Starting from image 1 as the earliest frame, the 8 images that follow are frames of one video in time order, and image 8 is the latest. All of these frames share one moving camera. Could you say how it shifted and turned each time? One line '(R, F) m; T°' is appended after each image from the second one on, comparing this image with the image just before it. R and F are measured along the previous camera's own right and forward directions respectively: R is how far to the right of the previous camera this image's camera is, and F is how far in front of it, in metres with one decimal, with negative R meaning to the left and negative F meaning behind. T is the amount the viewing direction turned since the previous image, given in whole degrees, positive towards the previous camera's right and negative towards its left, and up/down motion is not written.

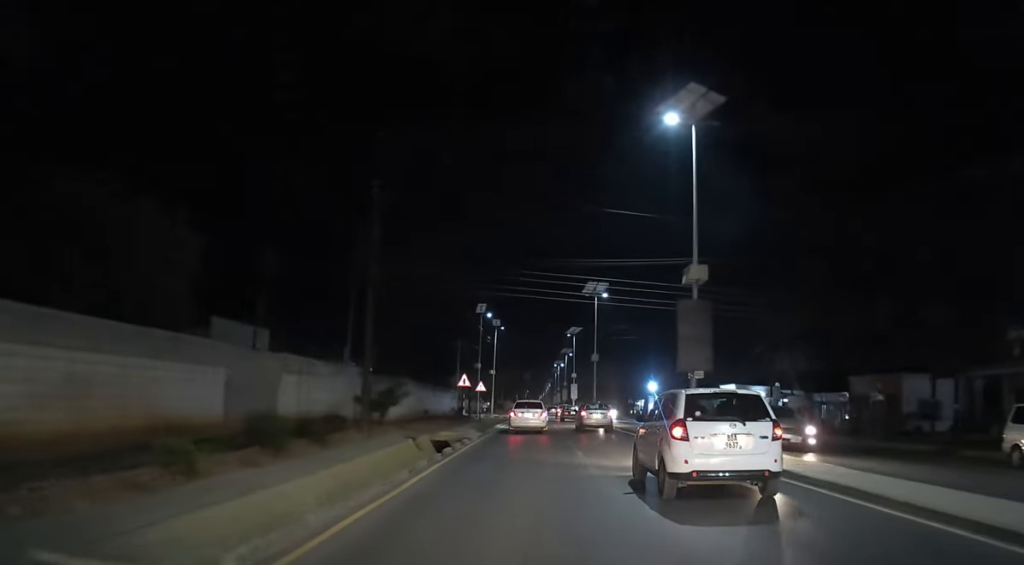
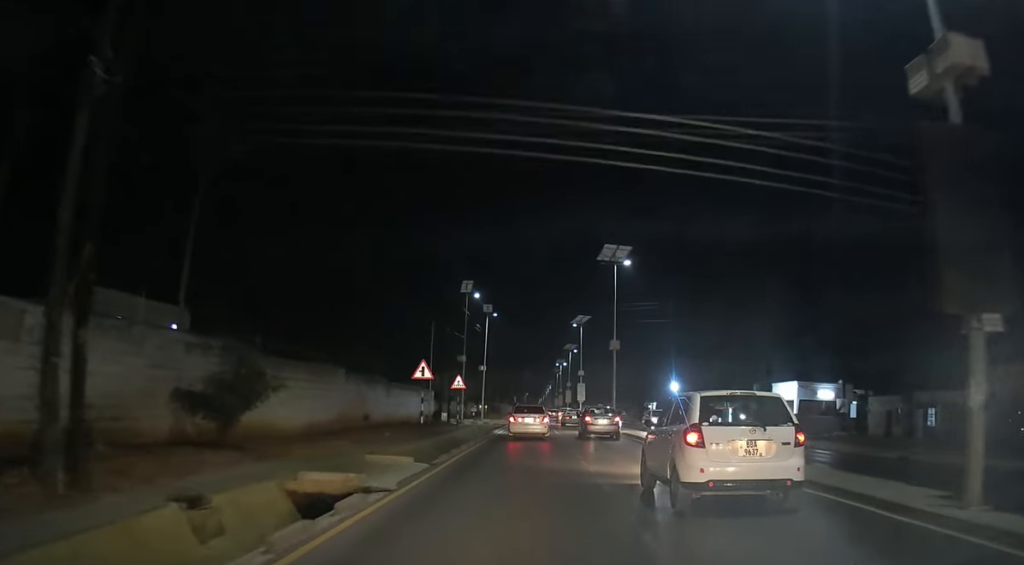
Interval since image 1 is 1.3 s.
(0.0, +16.4) m; 0°
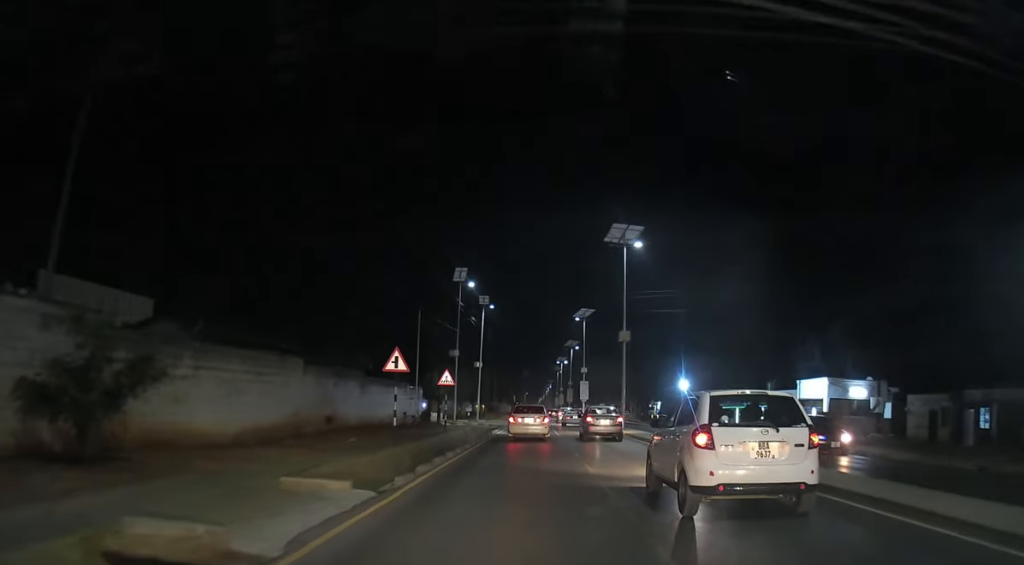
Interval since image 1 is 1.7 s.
(0.0, +5.5) m; 0°
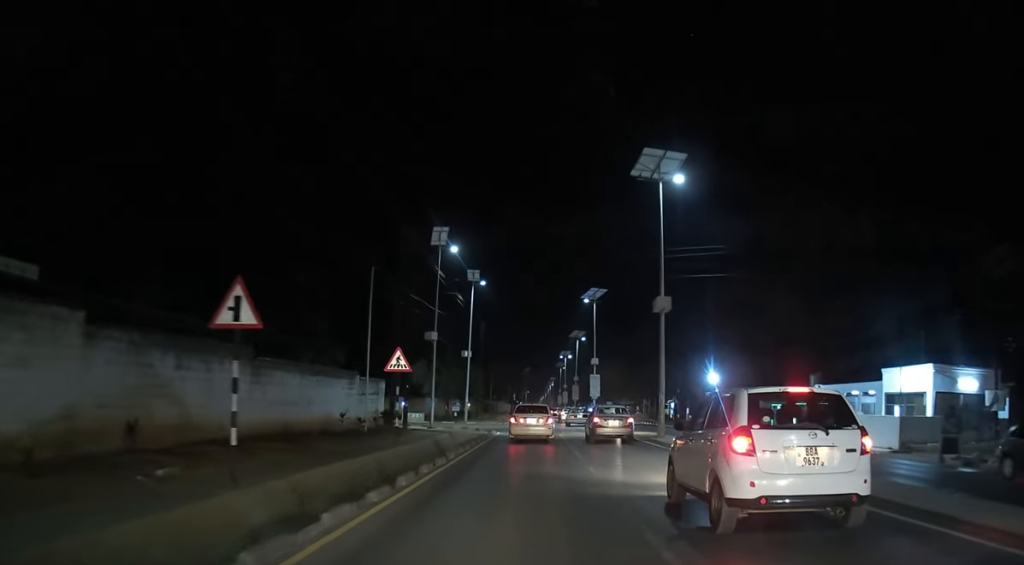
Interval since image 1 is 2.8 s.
(0.0, +12.8) m; 0°
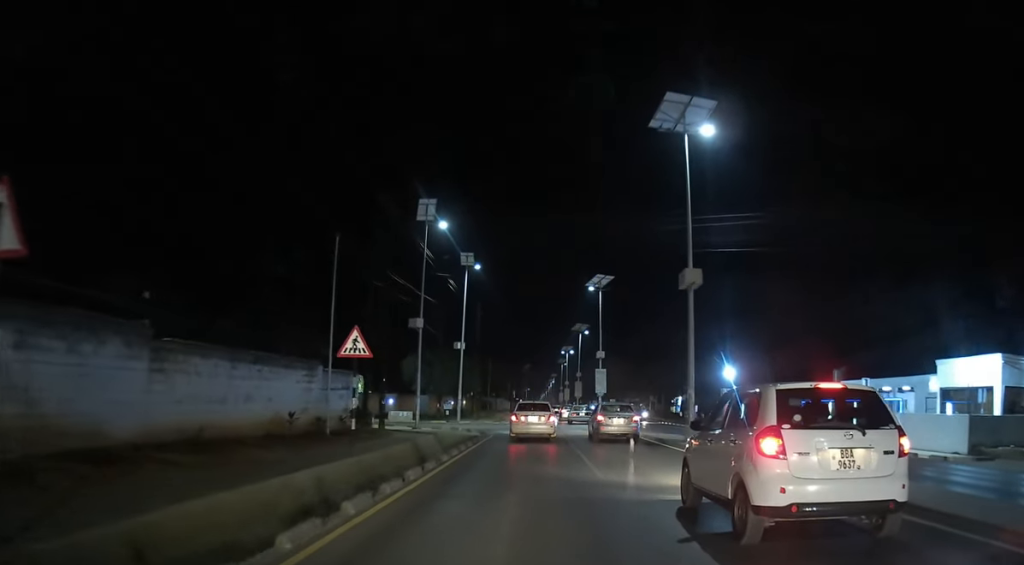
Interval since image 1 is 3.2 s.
(0.0, +5.6) m; 0°
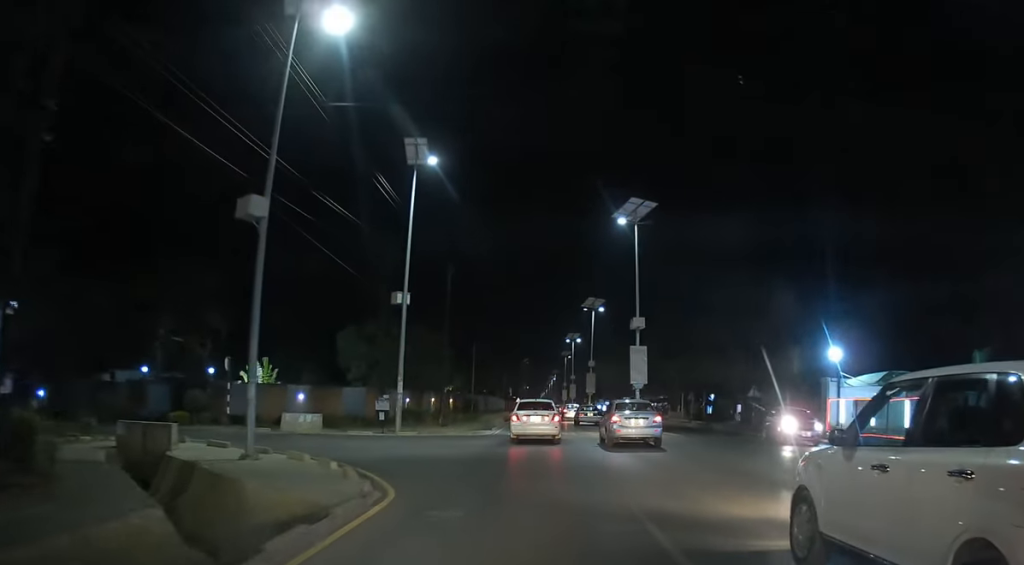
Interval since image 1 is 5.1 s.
(-0.3, +22.7) m; -1°
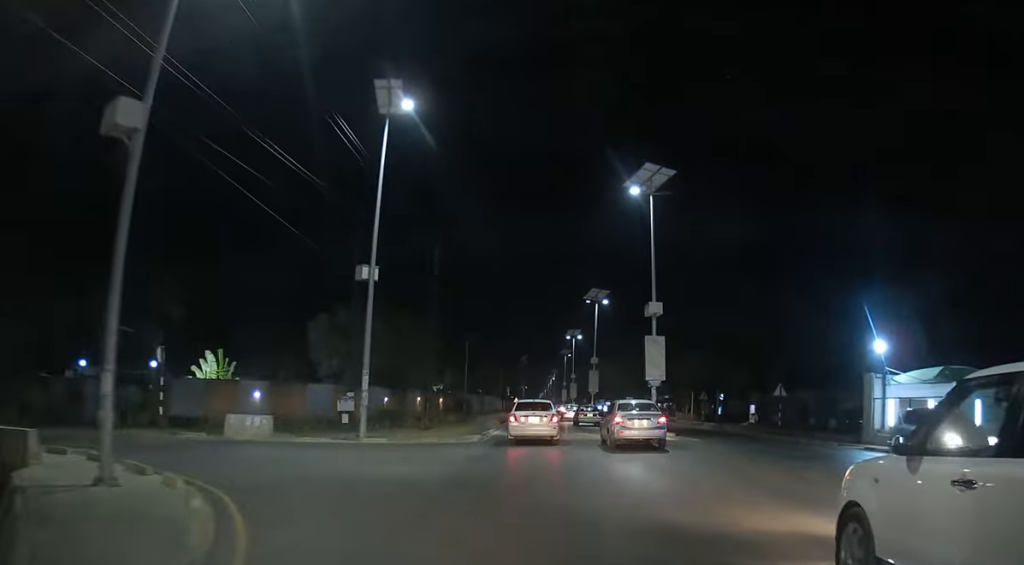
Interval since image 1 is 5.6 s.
(+0.1, +5.8) m; 0°
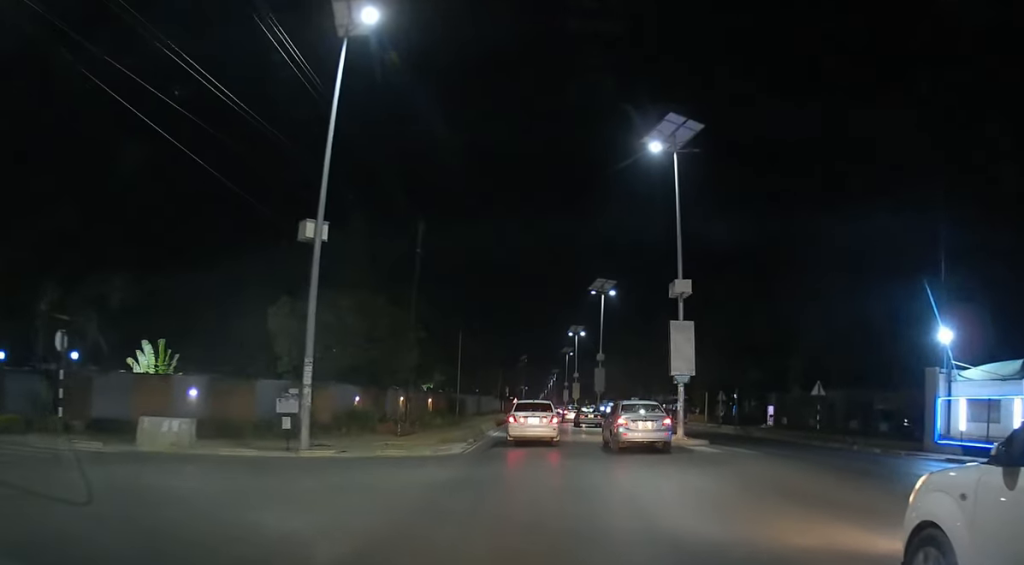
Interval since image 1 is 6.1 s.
(+0.1, +6.1) m; 0°
